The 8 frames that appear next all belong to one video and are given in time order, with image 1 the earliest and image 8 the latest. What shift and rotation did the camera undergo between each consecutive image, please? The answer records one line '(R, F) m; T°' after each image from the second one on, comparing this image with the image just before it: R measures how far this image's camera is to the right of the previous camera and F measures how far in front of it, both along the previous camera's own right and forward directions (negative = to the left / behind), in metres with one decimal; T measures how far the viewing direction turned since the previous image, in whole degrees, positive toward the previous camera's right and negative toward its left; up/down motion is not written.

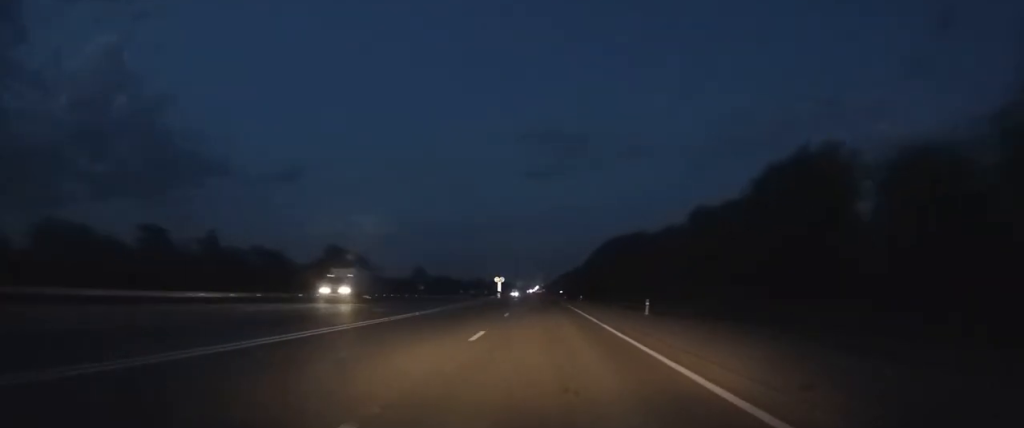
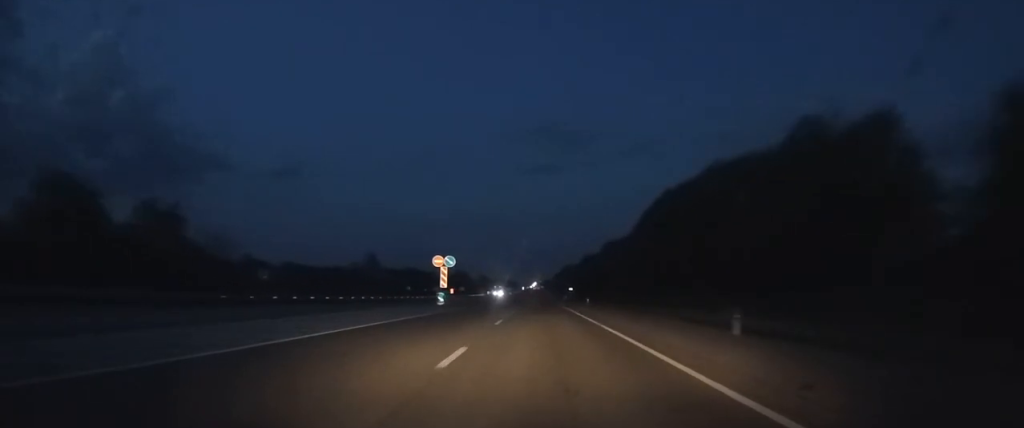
(+0.3, +68.2) m; 0°
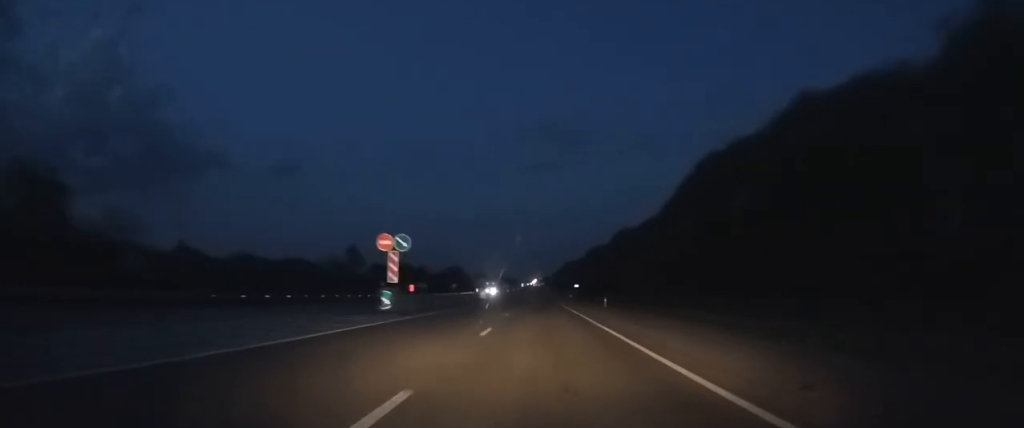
(0.0, +15.0) m; 0°
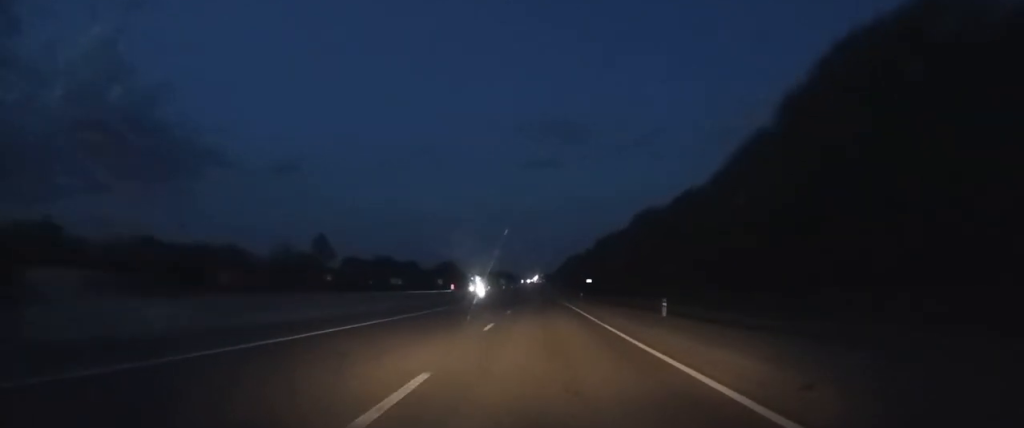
(0.0, +19.7) m; 0°
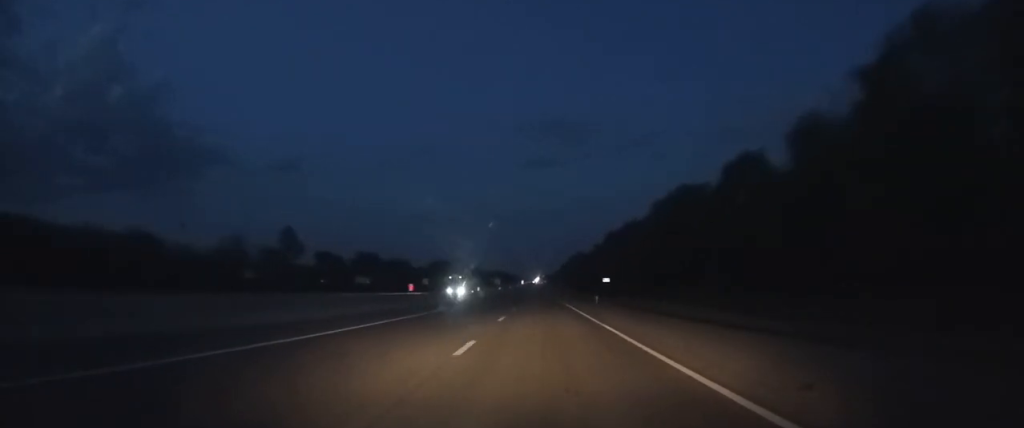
(0.0, +16.4) m; 0°
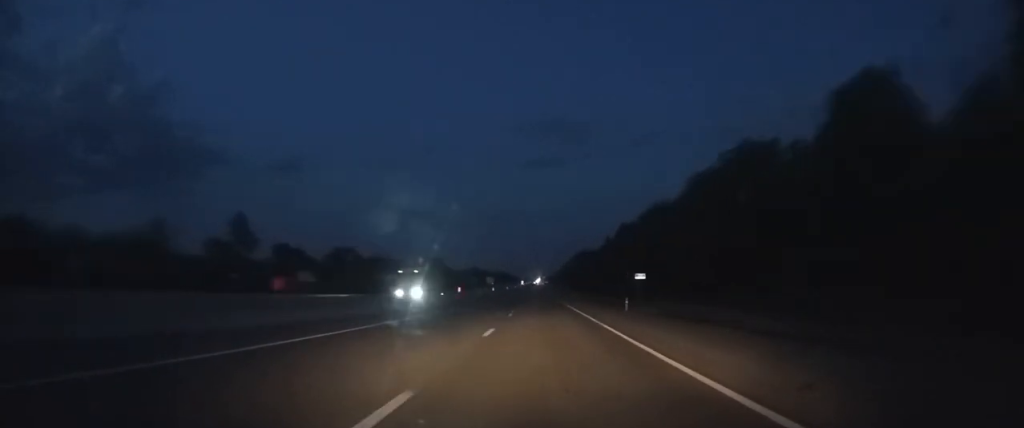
(0.0, +18.0) m; 0°
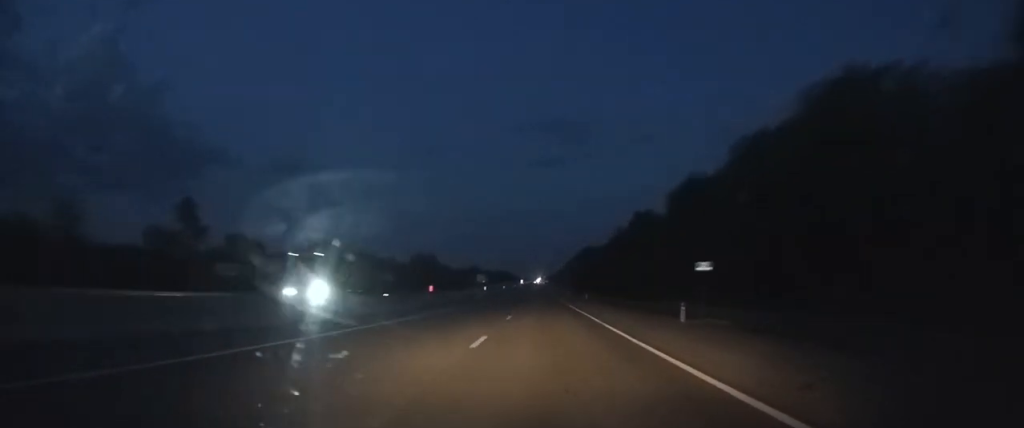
(0.0, +15.4) m; 0°
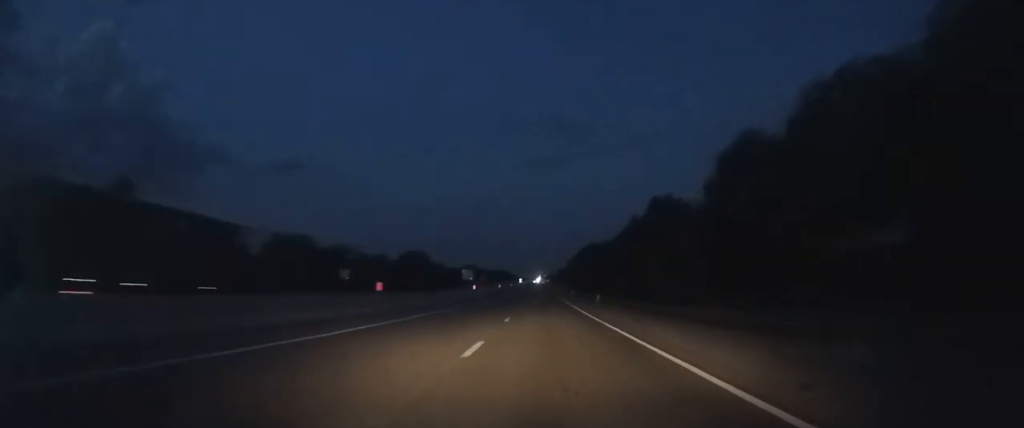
(0.0, +14.4) m; 0°
